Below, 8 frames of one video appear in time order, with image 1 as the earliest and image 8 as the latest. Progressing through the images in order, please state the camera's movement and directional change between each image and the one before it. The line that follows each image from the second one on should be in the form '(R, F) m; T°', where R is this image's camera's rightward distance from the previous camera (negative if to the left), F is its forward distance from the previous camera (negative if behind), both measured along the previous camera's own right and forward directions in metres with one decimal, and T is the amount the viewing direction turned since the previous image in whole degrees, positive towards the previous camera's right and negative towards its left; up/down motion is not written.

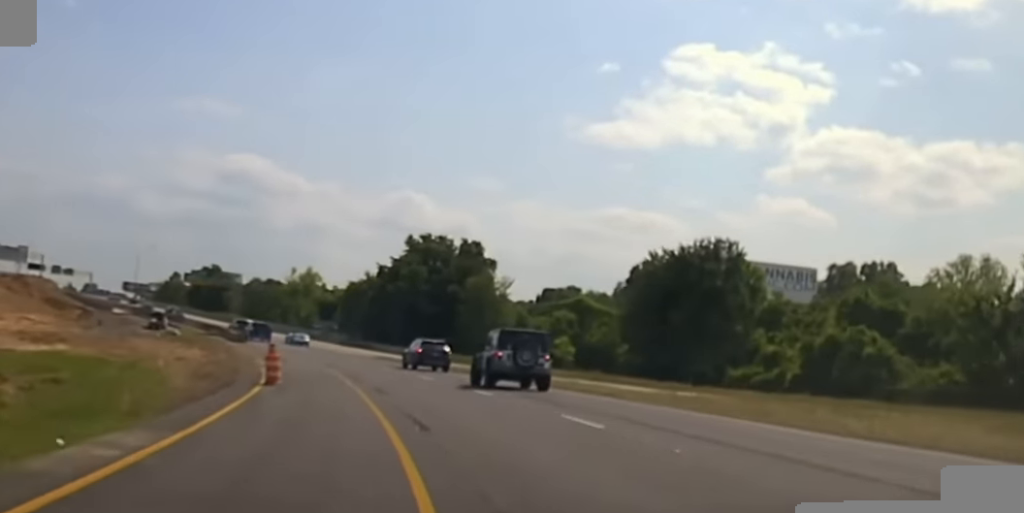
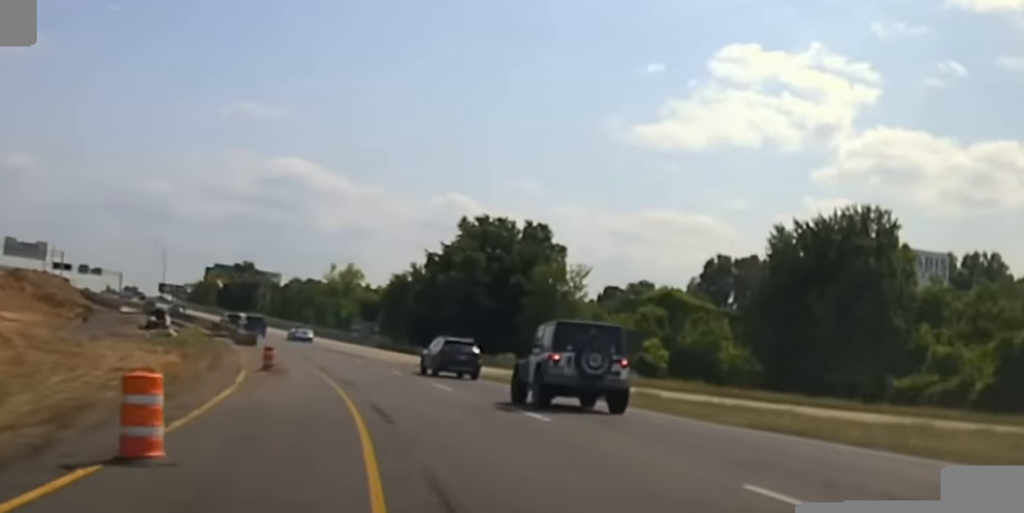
(-0.8, +20.1) m; -3°
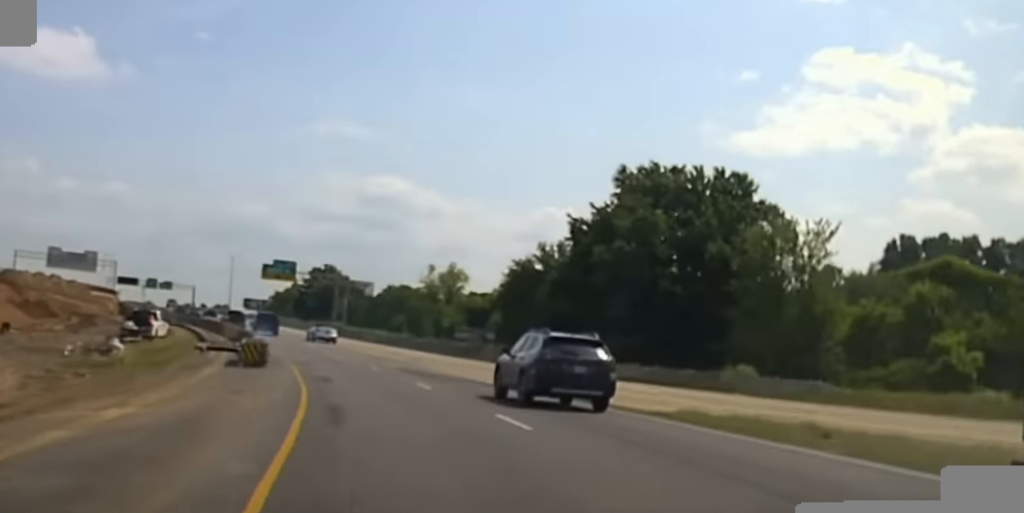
(-1.7, +35.0) m; -5°
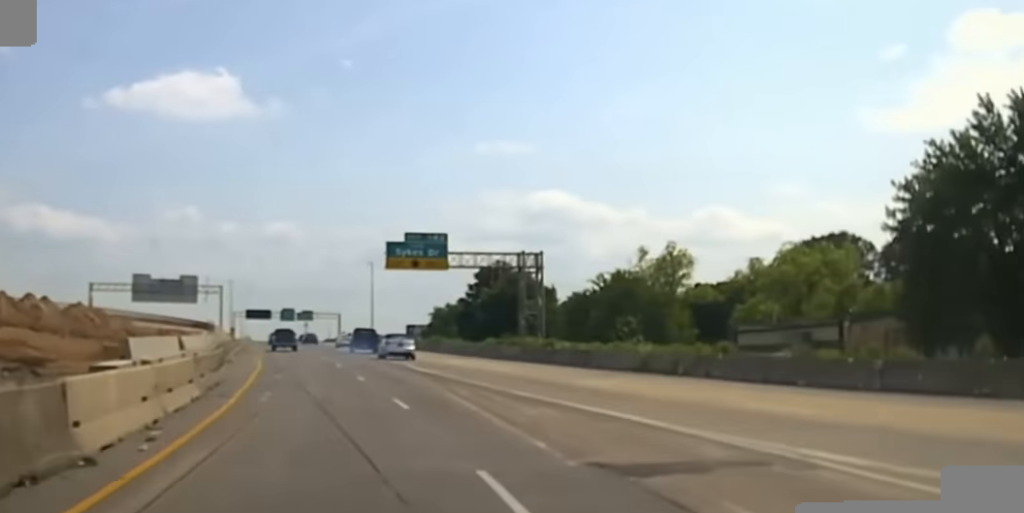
(-2.8, +56.9) m; -6°
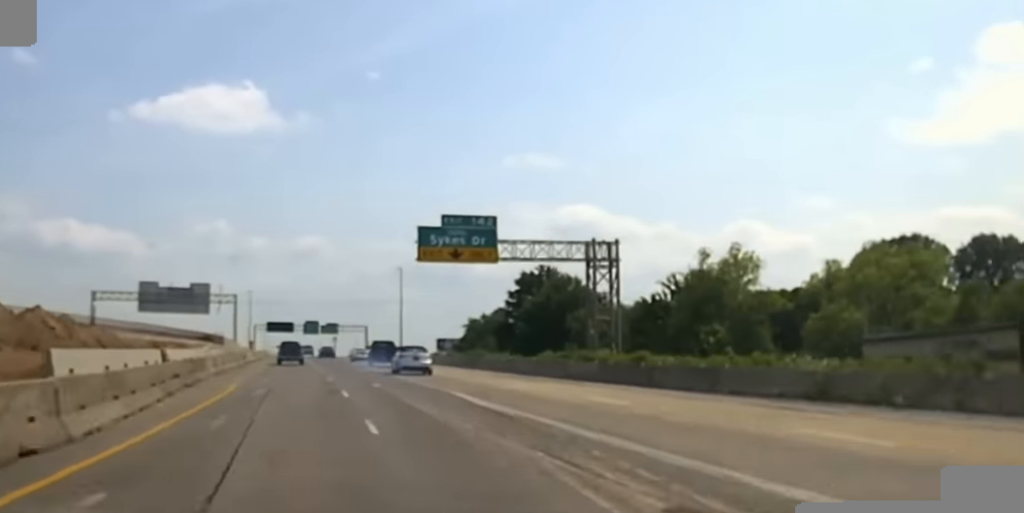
(-0.3, +17.4) m; -2°
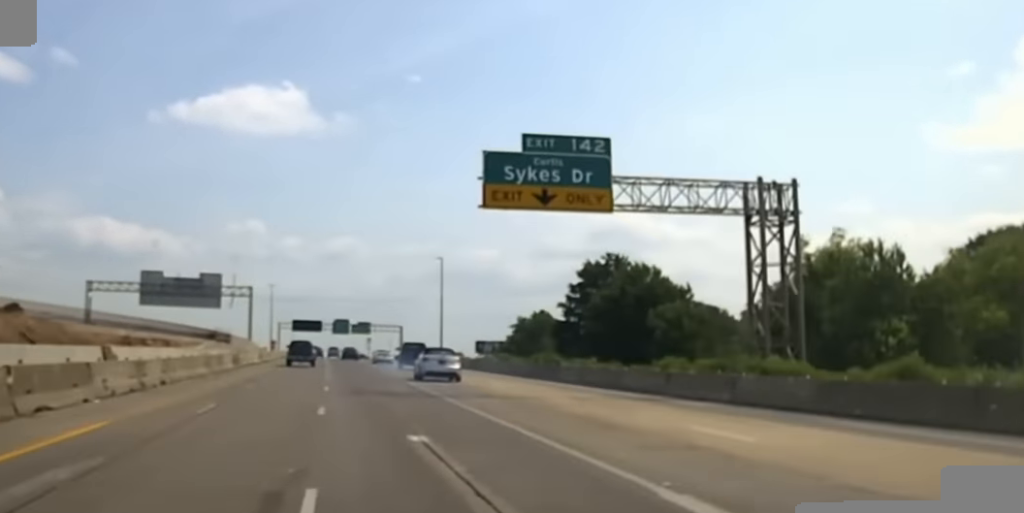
(-0.8, +23.4) m; -2°
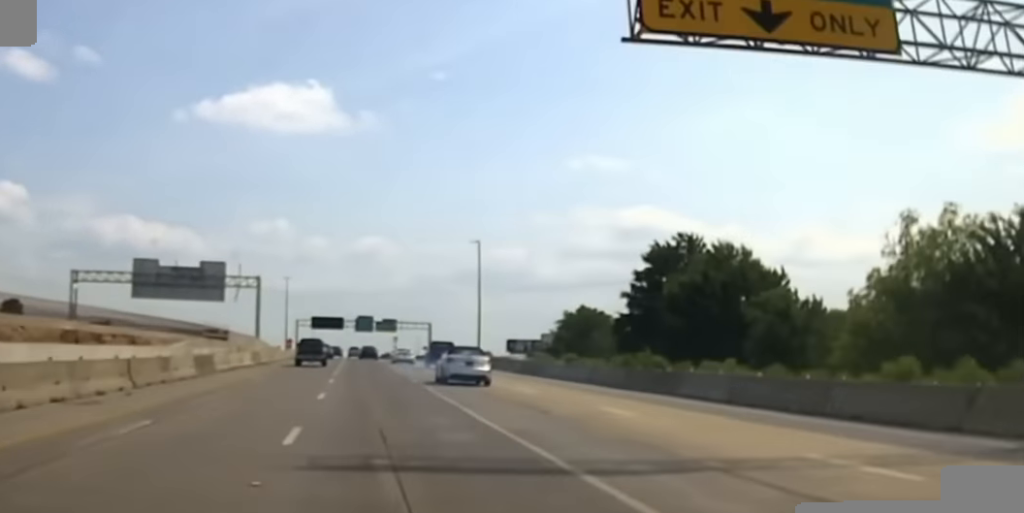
(-0.3, +18.9) m; -1°
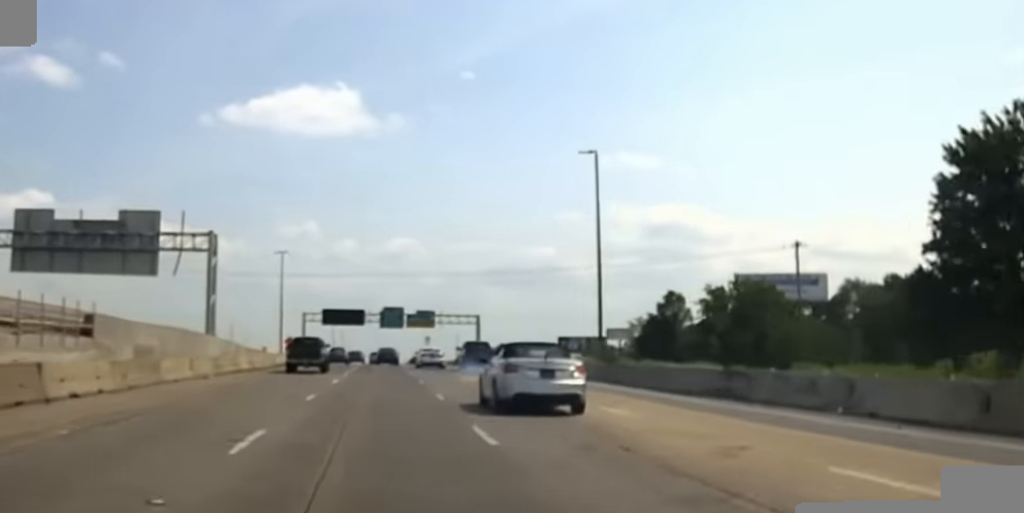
(-1.2, +50.5) m; -2°
